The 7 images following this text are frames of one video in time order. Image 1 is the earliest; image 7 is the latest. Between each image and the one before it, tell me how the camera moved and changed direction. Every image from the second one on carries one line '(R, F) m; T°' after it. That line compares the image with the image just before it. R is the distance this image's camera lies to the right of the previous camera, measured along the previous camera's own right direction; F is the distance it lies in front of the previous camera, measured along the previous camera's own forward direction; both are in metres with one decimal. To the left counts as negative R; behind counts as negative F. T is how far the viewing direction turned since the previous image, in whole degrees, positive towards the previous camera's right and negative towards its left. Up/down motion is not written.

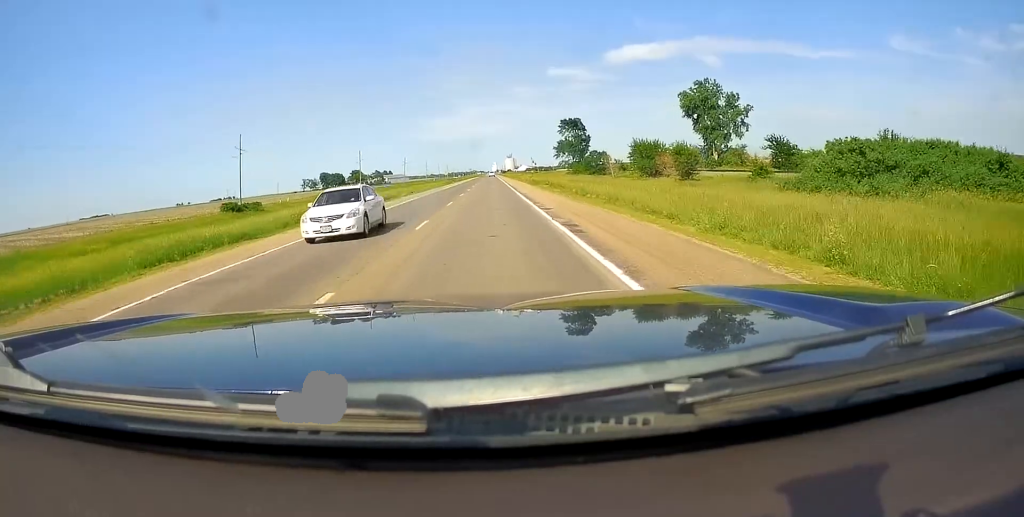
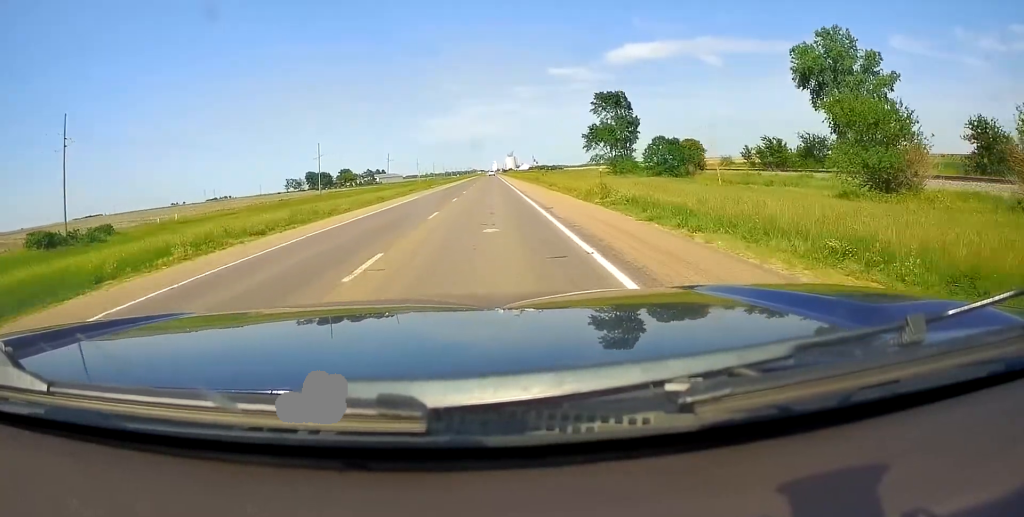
(-0.1, +45.0) m; +1°
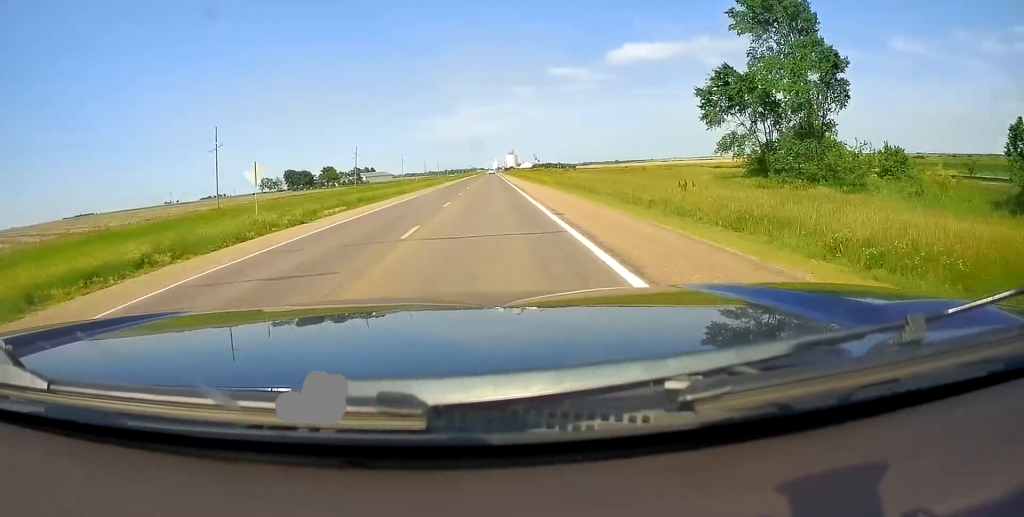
(0.0, +55.1) m; -1°
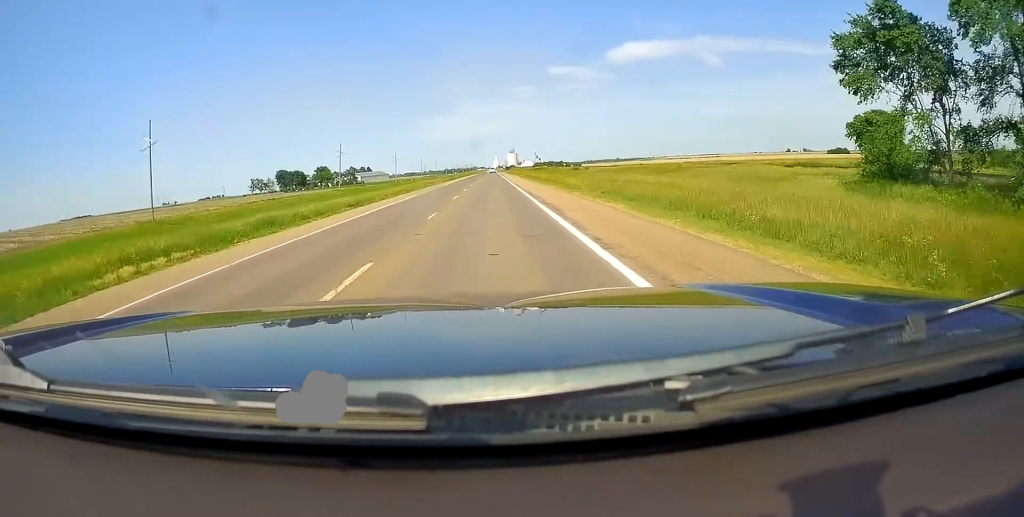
(0.0, +19.3) m; 0°
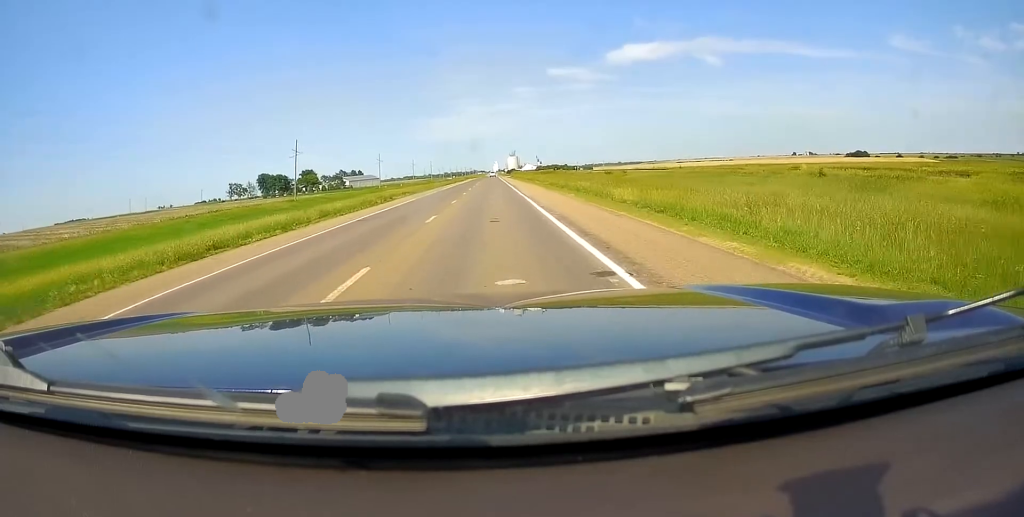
(0.0, +36.8) m; 0°
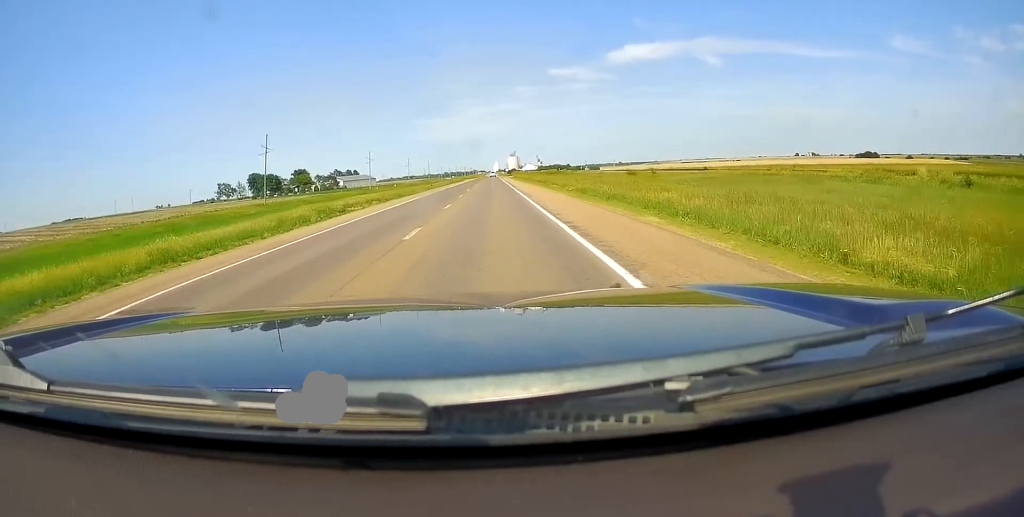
(0.0, +17.0) m; 0°
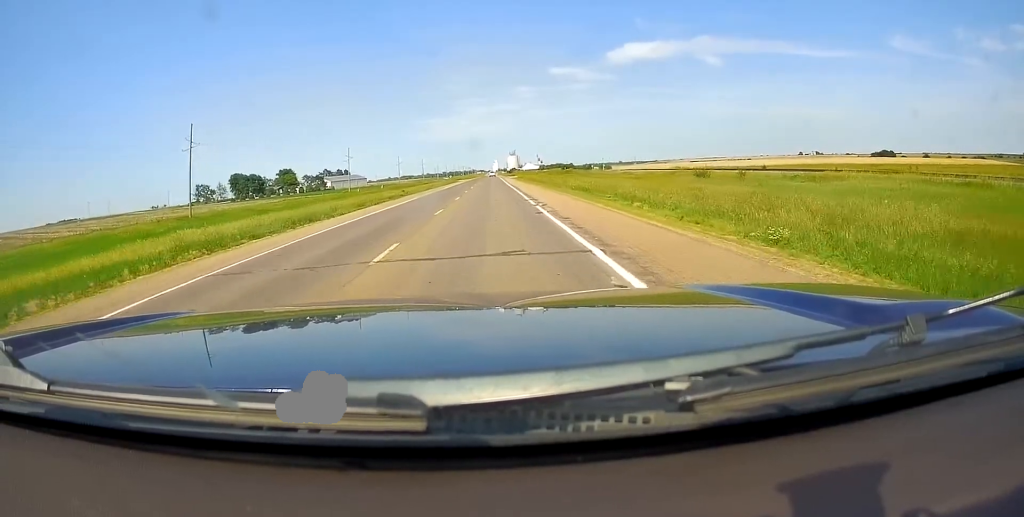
(-0.1, +28.1) m; -1°
